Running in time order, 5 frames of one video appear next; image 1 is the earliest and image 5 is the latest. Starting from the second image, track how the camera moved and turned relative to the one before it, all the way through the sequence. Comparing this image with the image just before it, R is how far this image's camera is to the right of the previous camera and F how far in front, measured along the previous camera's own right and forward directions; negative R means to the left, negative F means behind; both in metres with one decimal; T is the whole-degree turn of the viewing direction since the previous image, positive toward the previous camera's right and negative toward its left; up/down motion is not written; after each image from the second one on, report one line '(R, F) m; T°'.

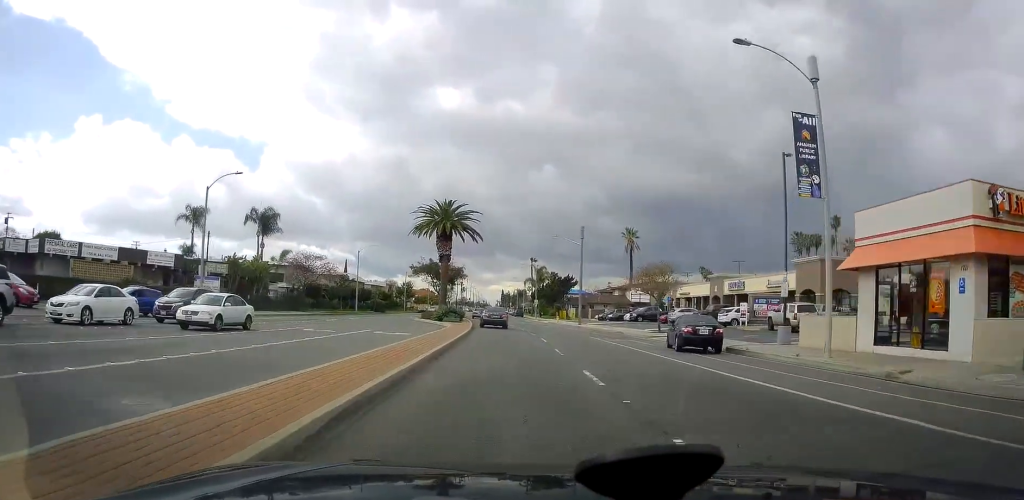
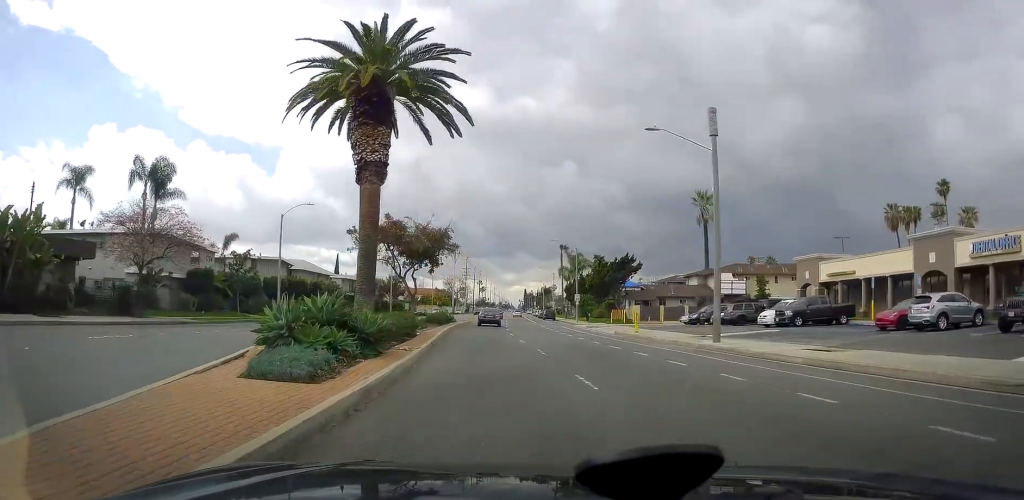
(+1.0, +37.9) m; 0°
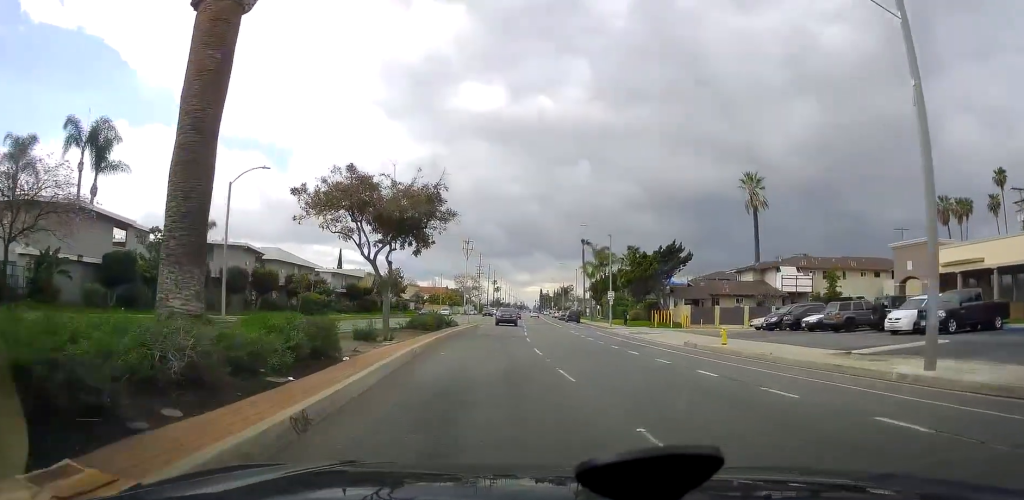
(-0.4, +13.3) m; 0°
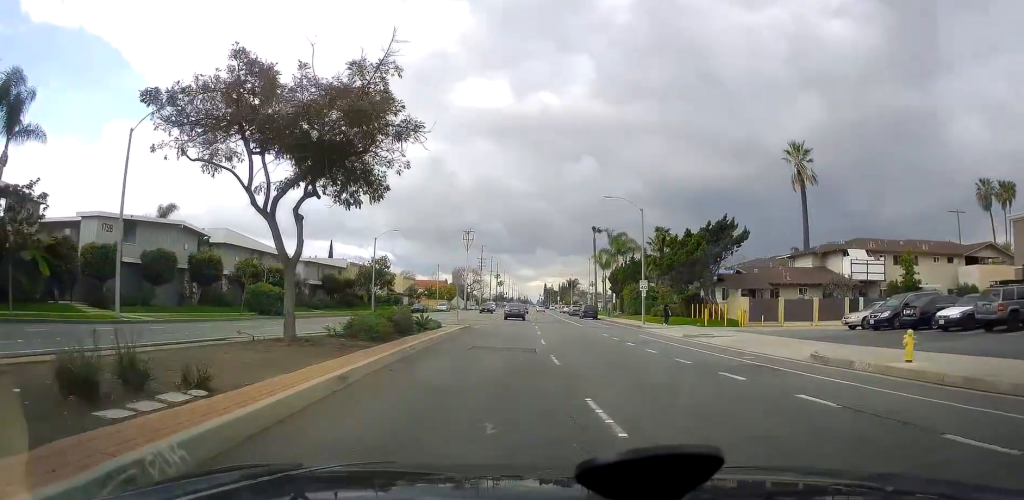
(+0.4, +12.3) m; 0°
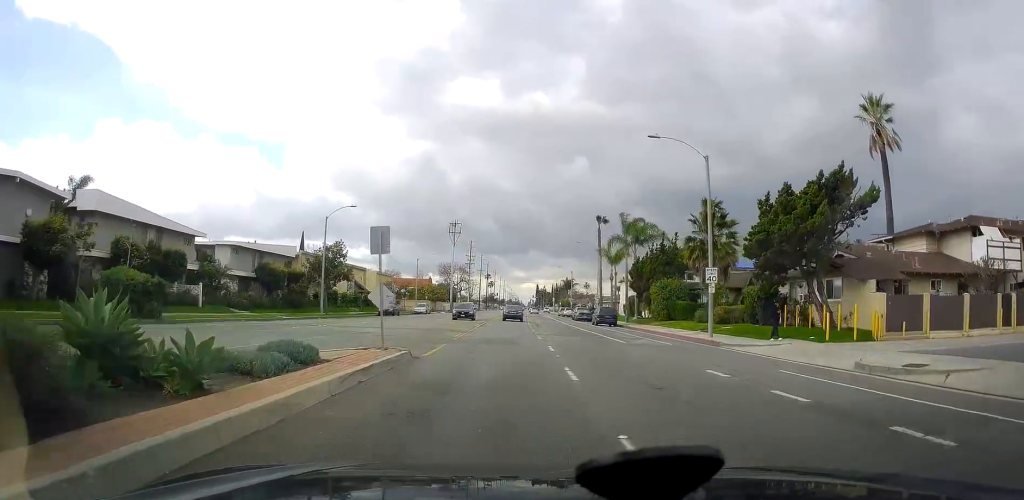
(-0.6, +16.8) m; -2°
